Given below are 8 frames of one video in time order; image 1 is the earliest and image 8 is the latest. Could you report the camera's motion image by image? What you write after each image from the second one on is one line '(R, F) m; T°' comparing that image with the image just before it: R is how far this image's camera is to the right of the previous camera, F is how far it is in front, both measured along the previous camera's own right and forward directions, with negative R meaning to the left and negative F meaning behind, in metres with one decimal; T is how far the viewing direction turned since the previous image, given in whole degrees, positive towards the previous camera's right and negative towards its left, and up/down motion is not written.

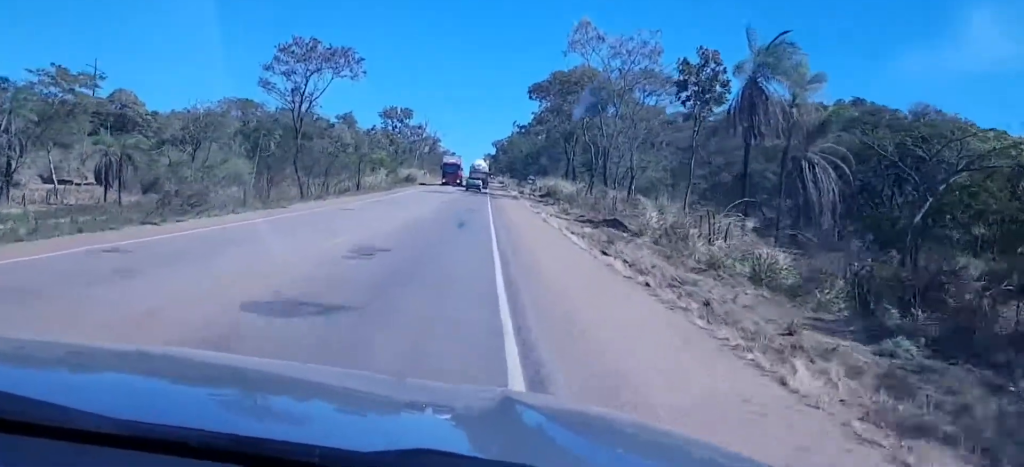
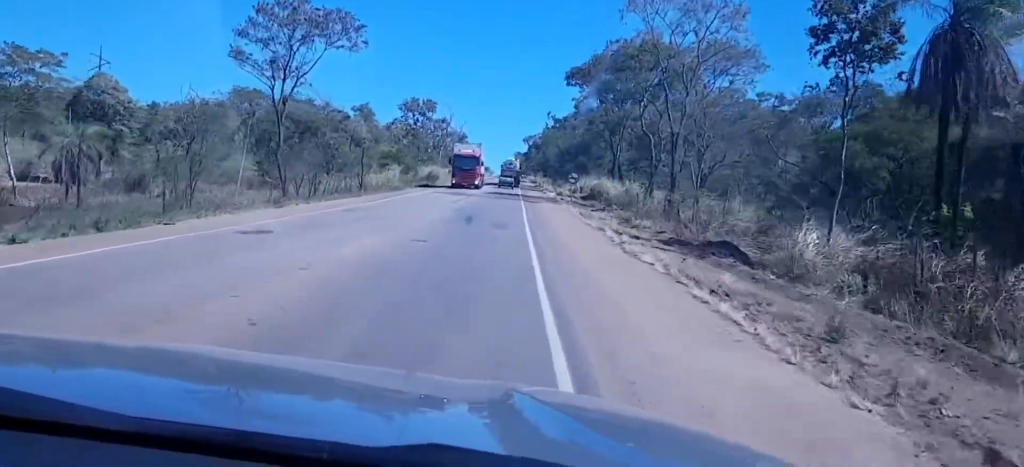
(+0.3, +17.8) m; +2°
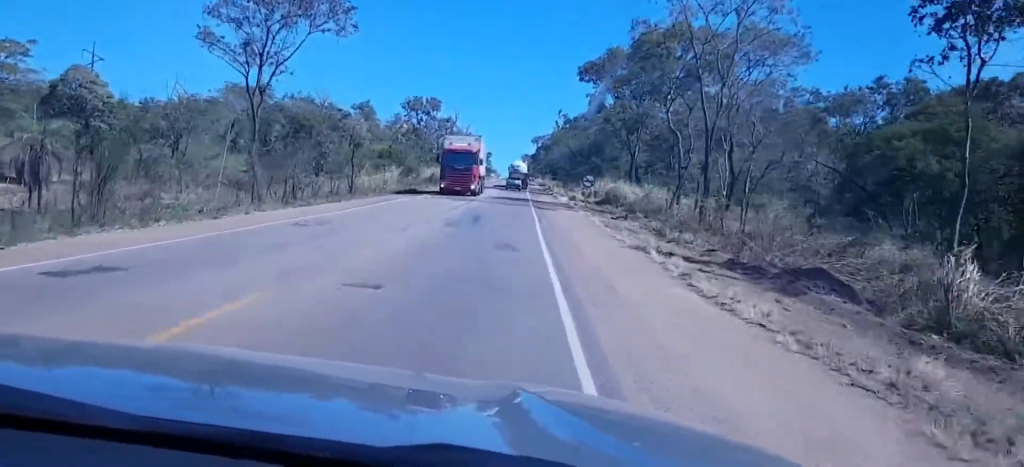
(+0.1, +8.0) m; +1°
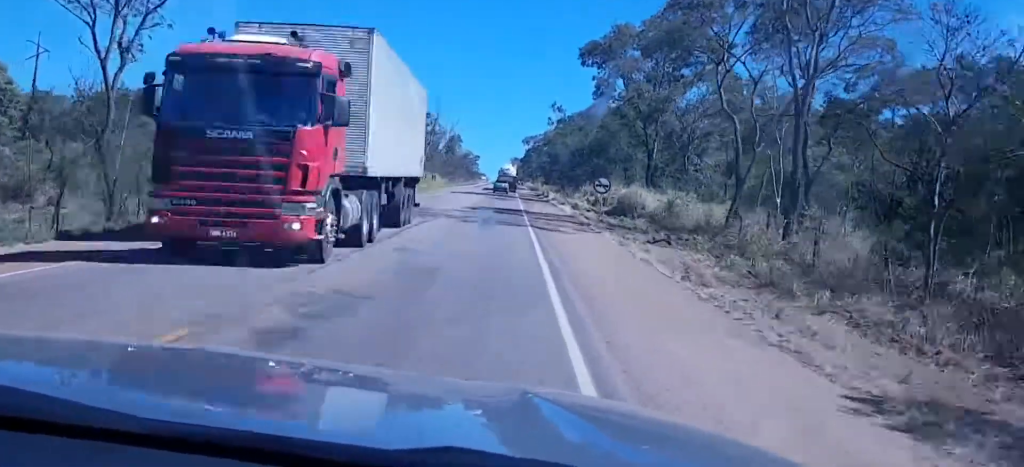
(+0.3, +18.8) m; 0°
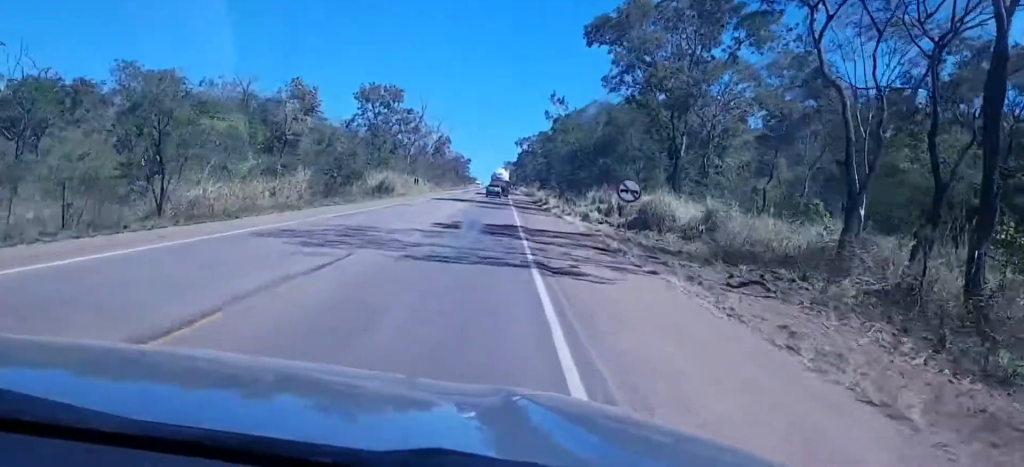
(-0.3, +15.4) m; -1°
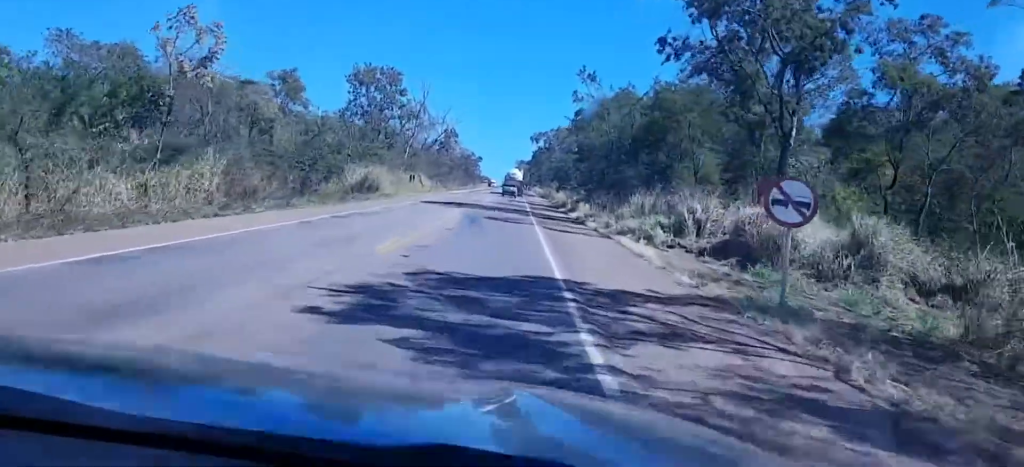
(-0.2, +19.9) m; -1°
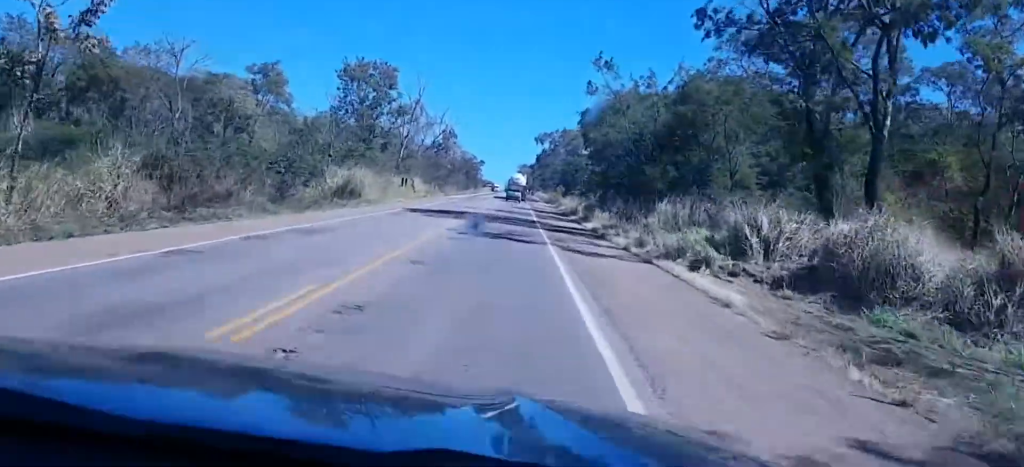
(0.0, +9.2) m; 0°
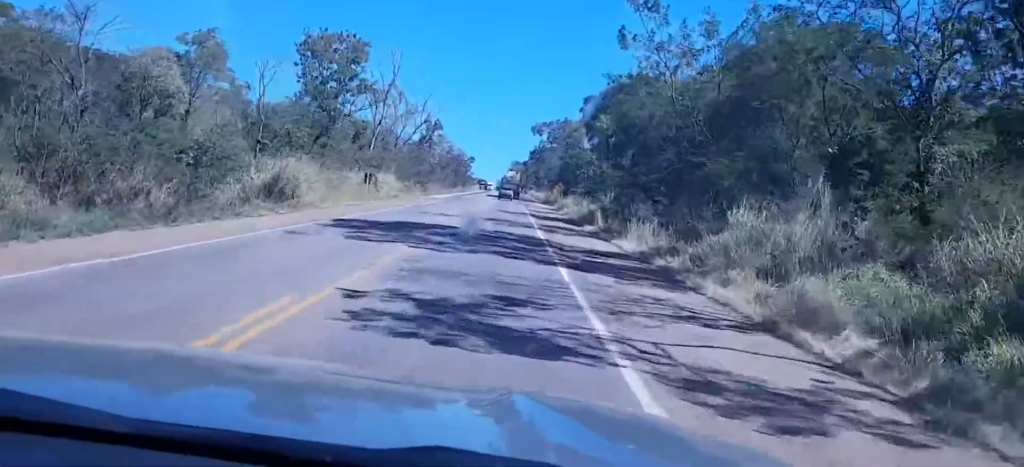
(-0.1, +17.8) m; 0°
